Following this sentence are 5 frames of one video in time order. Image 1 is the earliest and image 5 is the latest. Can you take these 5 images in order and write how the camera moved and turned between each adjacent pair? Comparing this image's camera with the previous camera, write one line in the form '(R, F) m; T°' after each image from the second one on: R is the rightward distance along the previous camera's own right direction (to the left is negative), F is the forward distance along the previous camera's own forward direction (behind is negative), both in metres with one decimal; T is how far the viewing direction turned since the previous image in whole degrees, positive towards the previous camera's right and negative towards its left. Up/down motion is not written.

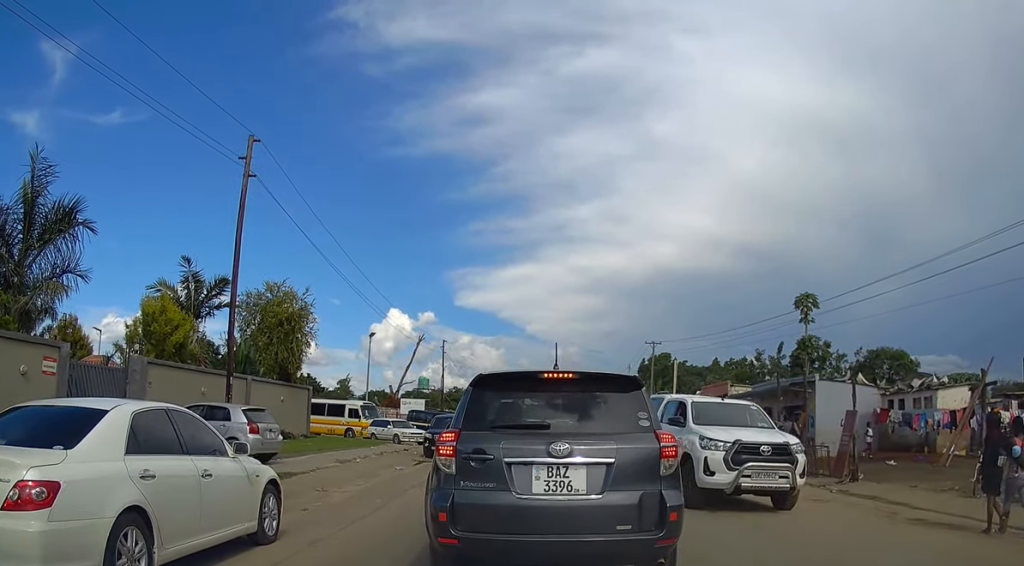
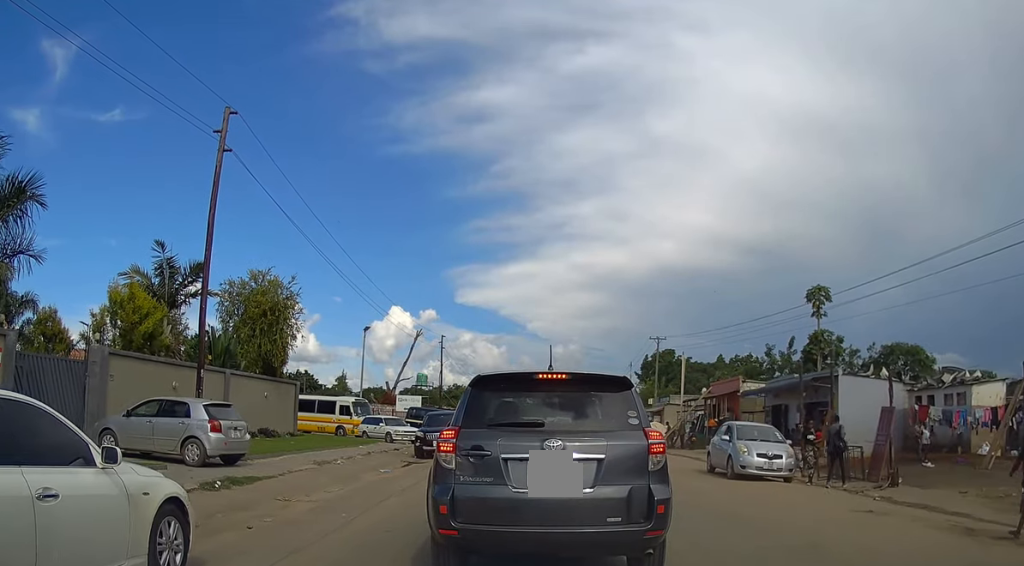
(-0.1, +2.3) m; -3°
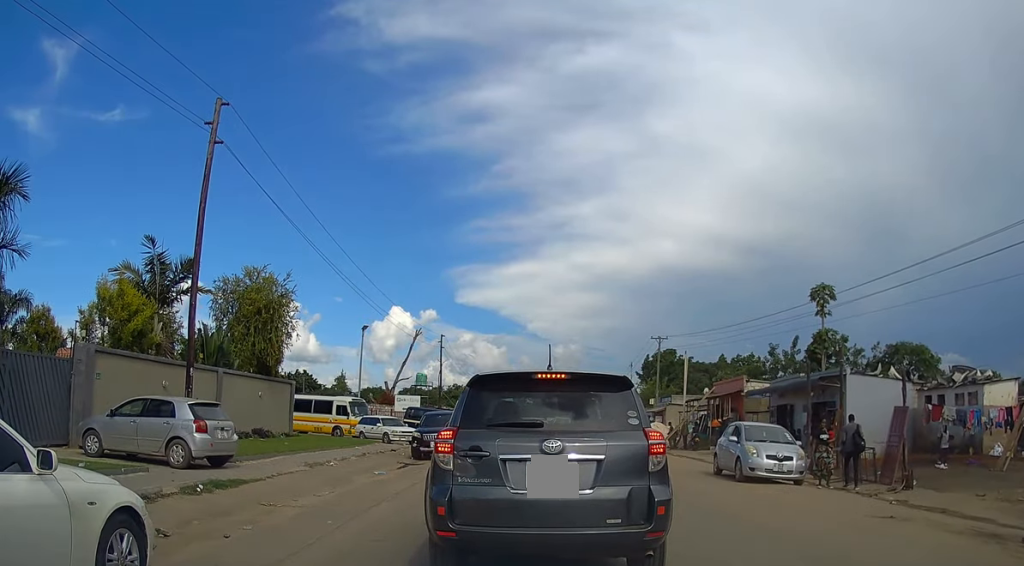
(0.0, +0.7) m; 0°
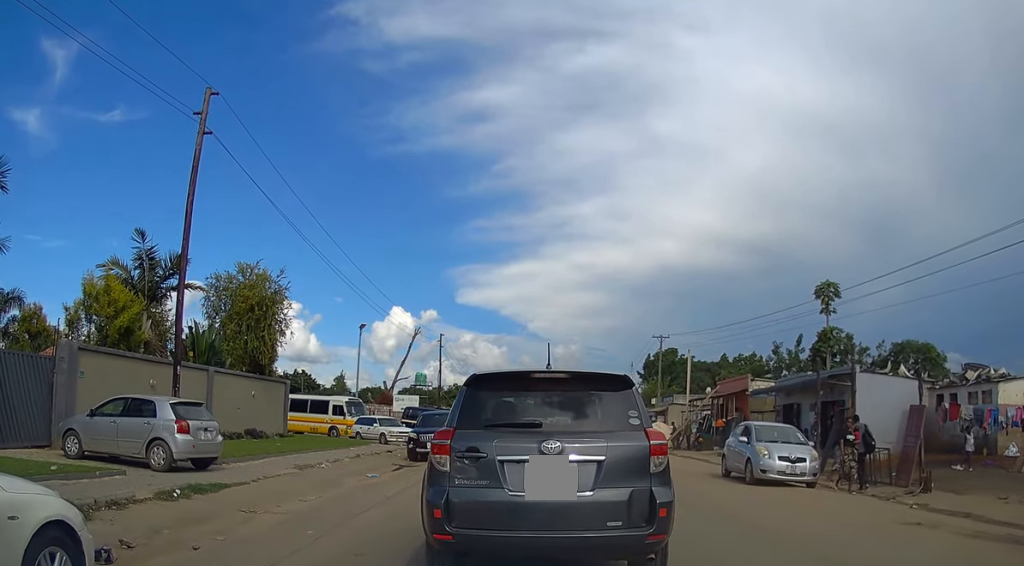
(-0.1, +0.8) m; +1°
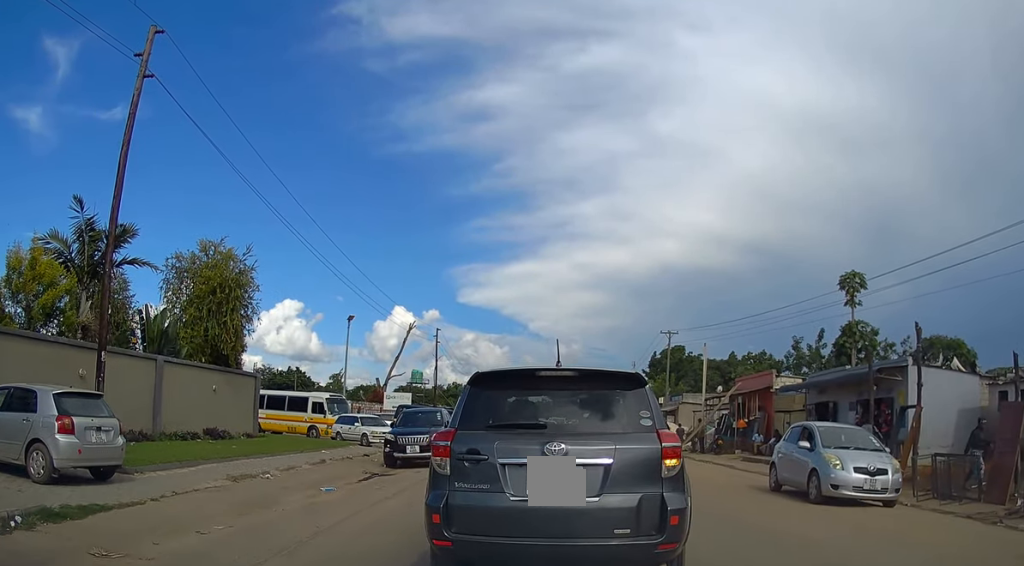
(+0.1, +3.6) m; +2°
